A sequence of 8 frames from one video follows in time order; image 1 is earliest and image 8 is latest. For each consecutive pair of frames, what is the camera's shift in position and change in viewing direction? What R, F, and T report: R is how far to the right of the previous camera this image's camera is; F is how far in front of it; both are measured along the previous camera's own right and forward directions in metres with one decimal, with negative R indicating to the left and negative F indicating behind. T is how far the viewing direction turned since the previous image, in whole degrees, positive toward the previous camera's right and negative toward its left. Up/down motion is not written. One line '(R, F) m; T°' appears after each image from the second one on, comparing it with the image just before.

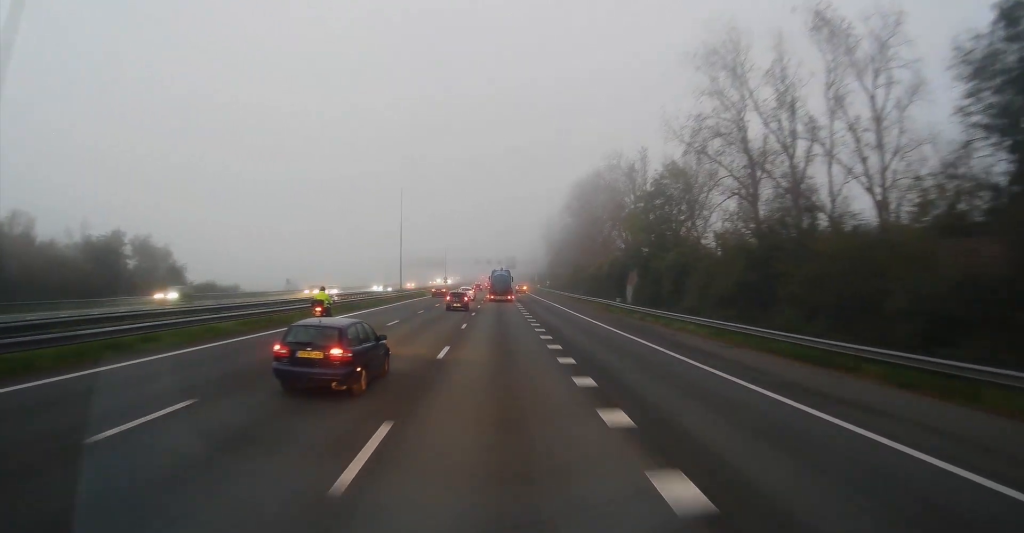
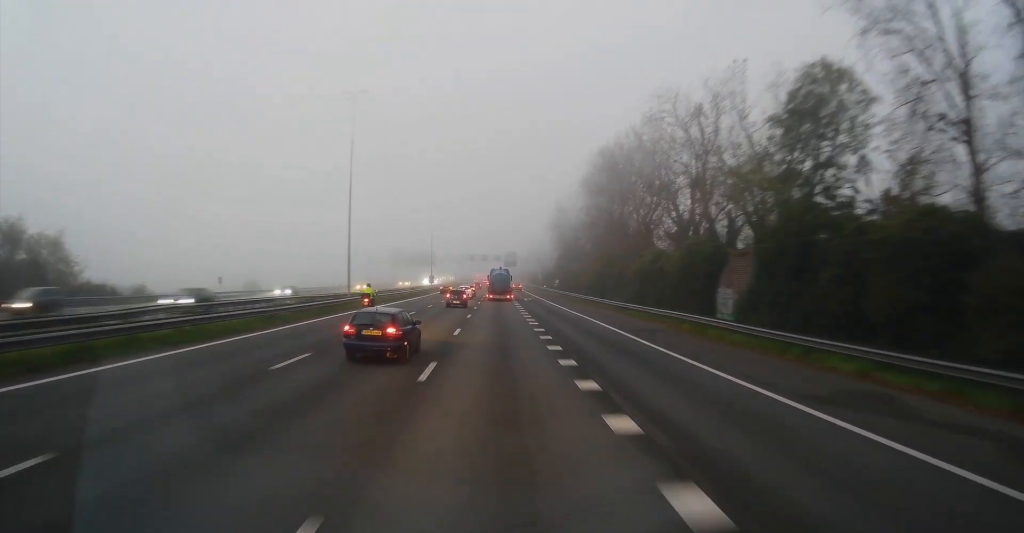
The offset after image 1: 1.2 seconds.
(+0.2, +27.6) m; 0°
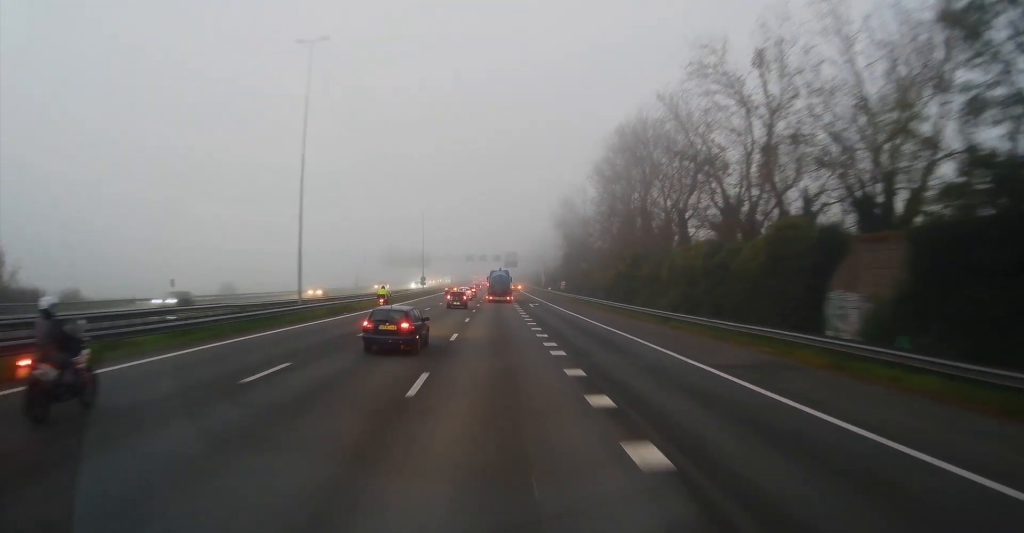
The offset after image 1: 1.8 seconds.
(0.0, +14.3) m; 0°
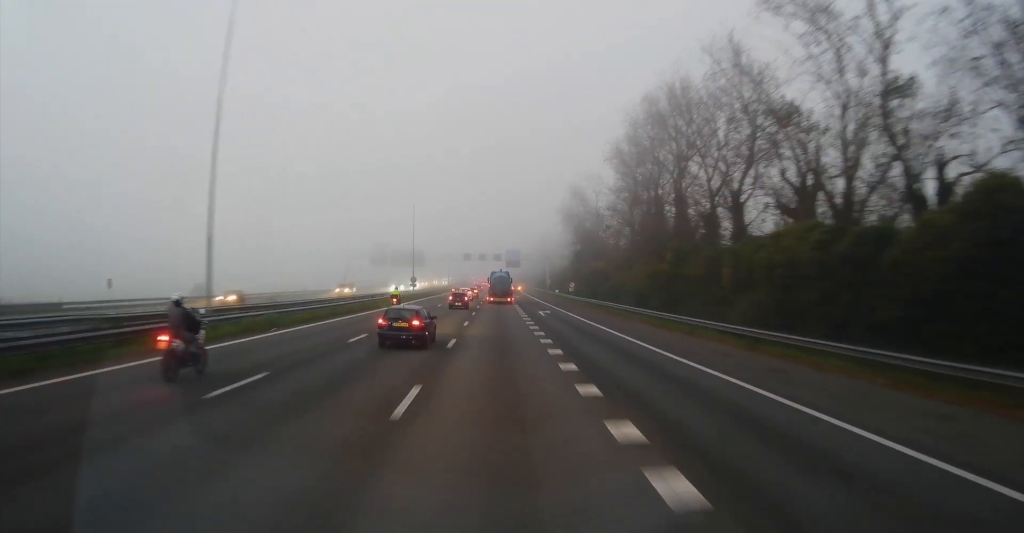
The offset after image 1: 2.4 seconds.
(0.0, +13.4) m; 0°
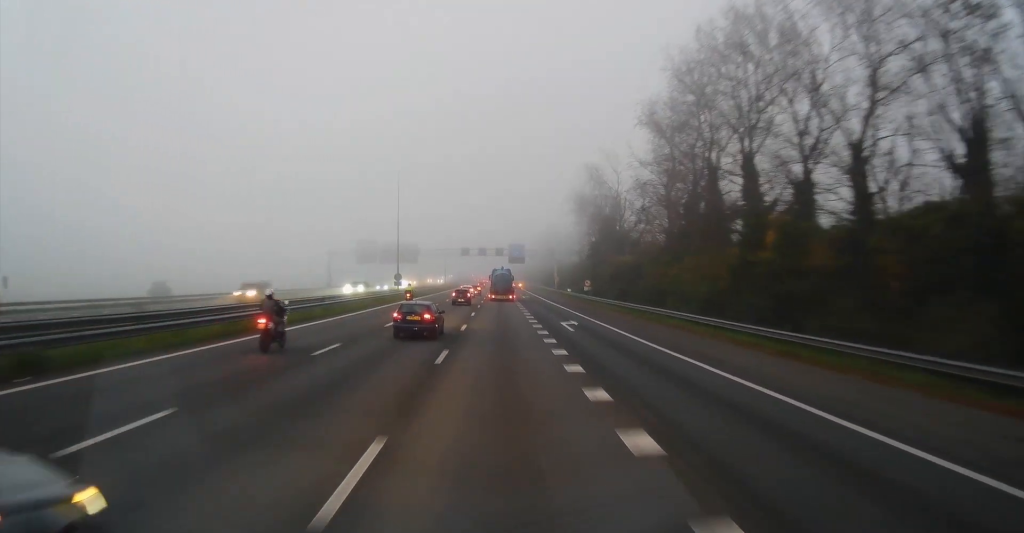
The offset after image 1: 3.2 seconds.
(-0.1, +17.2) m; 0°
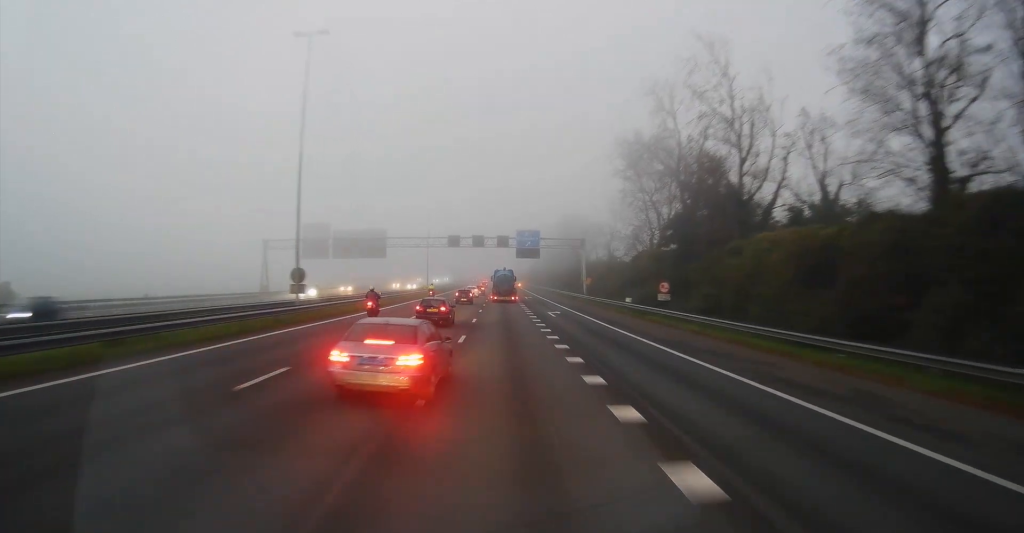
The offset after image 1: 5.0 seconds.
(+0.6, +41.9) m; +1°
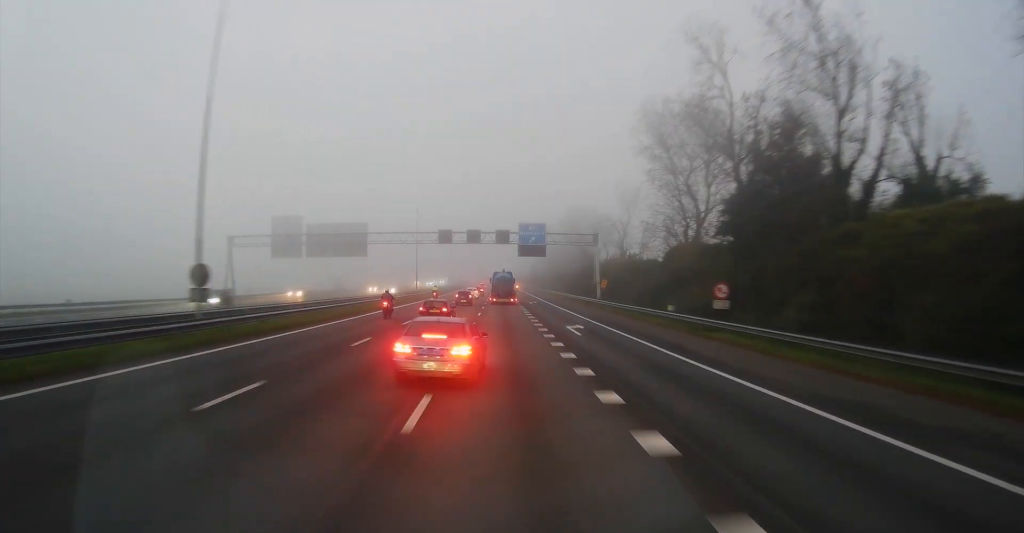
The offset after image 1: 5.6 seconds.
(-0.2, +13.4) m; 0°
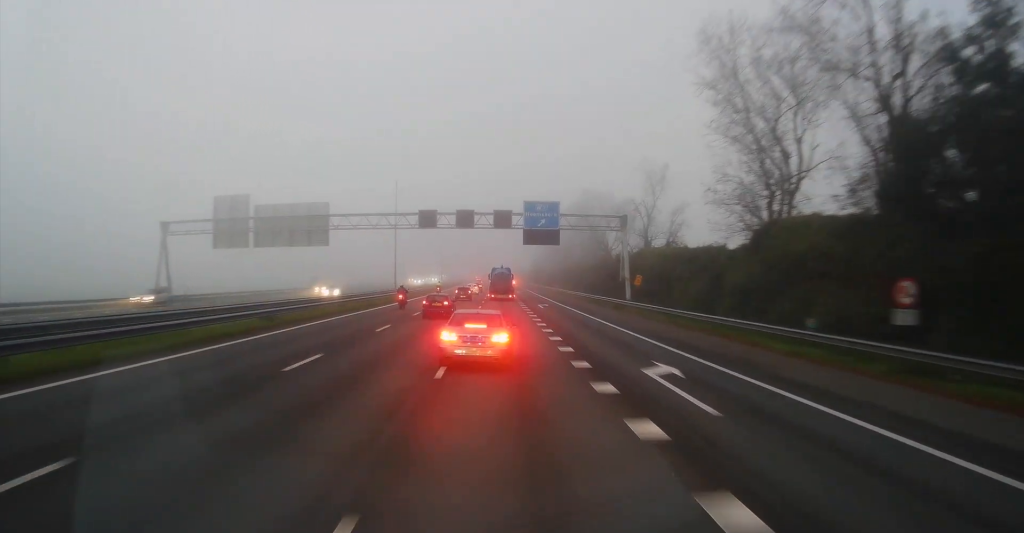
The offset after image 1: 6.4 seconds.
(0.0, +19.0) m; 0°
